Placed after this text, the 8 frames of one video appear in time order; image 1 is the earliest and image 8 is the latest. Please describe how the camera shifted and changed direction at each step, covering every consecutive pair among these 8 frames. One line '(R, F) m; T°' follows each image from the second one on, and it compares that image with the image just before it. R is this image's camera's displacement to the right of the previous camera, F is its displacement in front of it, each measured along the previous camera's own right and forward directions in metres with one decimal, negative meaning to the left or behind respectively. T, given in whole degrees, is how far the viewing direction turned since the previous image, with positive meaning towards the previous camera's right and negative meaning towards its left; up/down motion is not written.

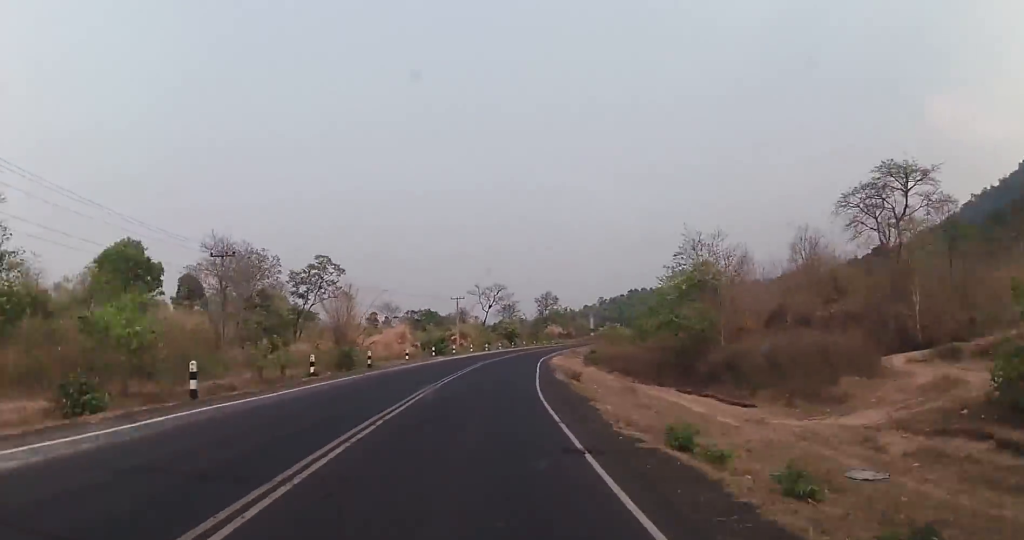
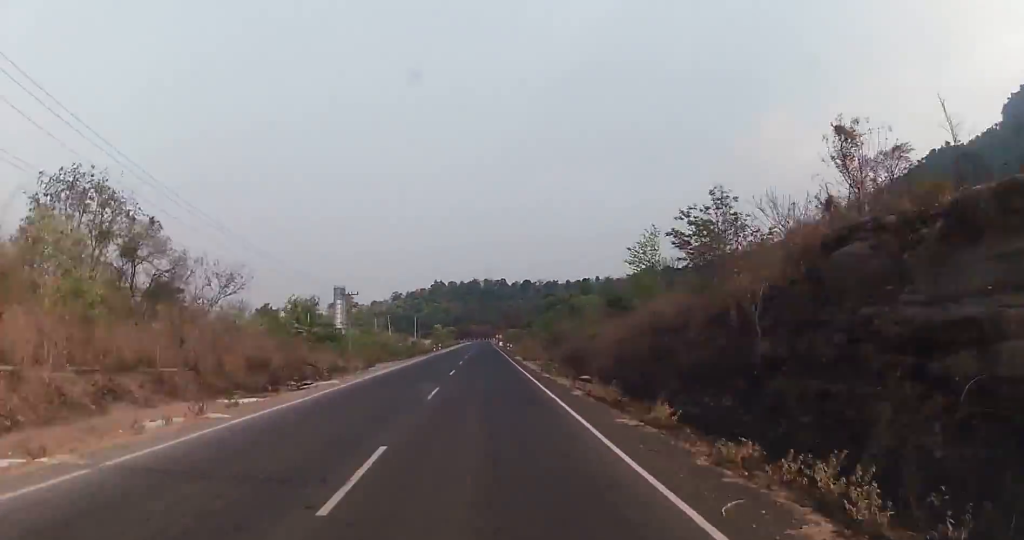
(+51.1, +260.0) m; +15°
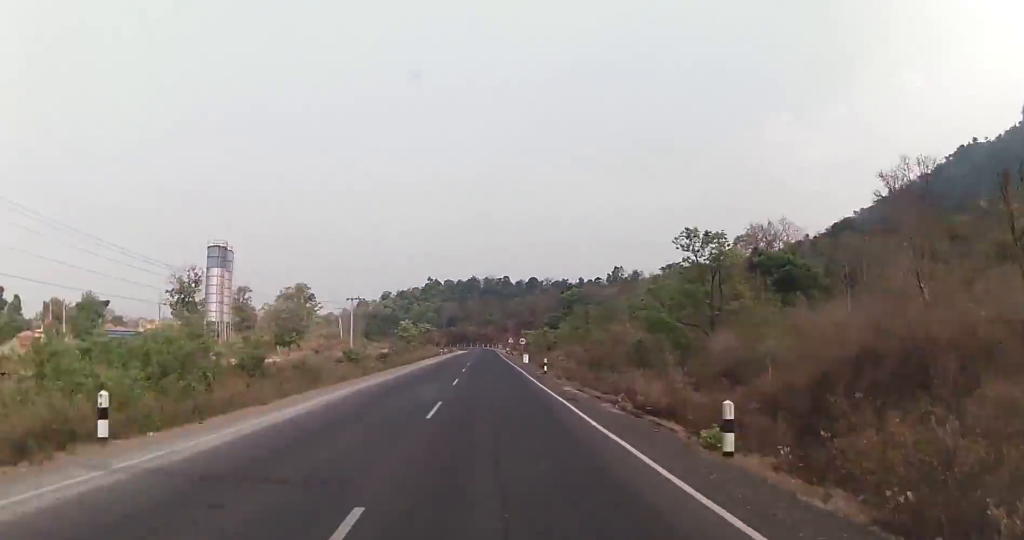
(0.0, +84.4) m; 0°
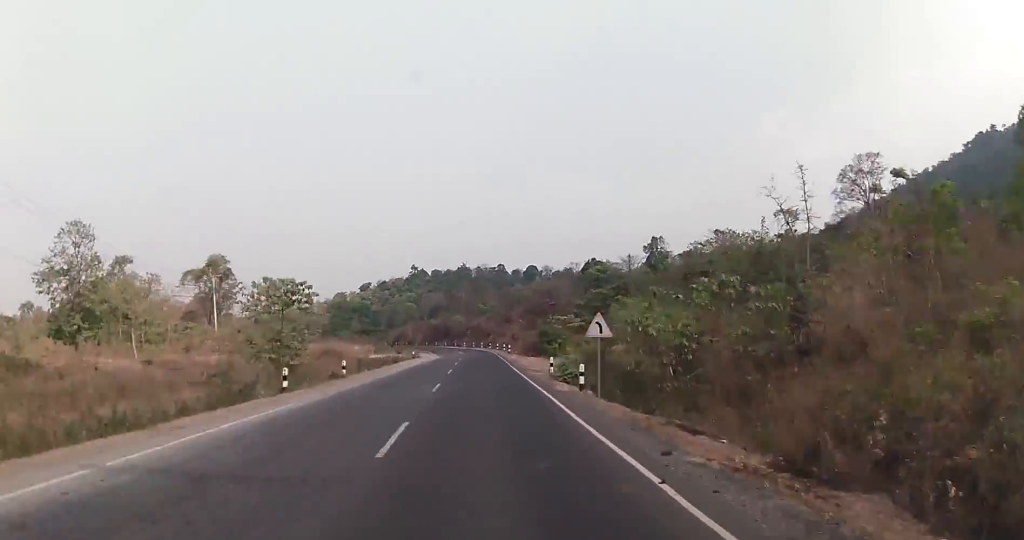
(-0.3, +76.4) m; -2°
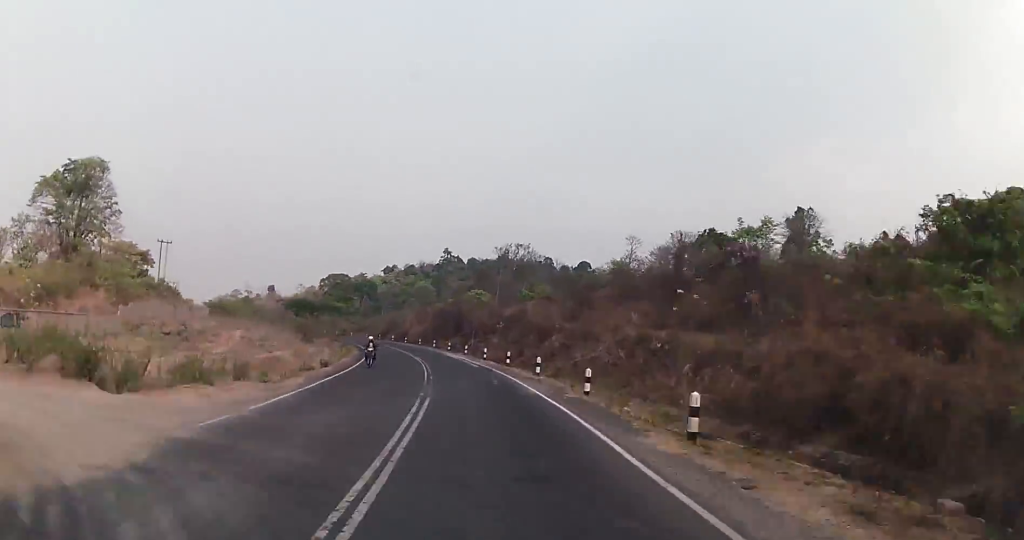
(+1.2, +82.0) m; -6°
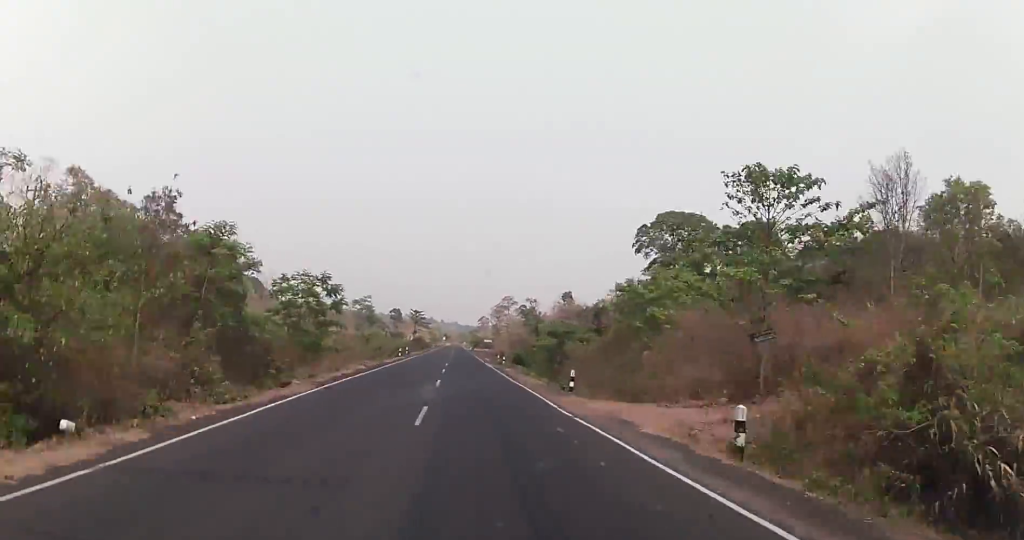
(-32.7, +152.2) m; -19°
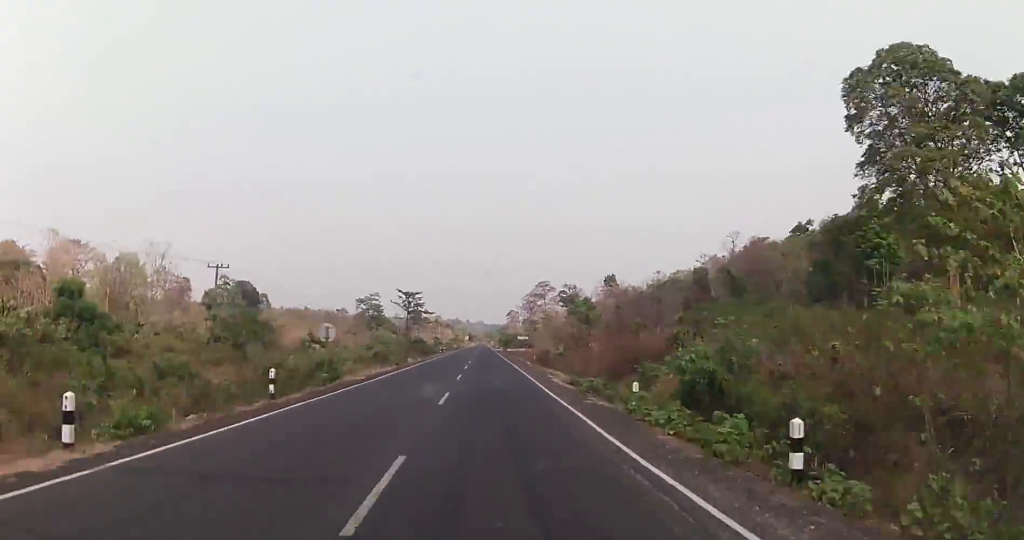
(-3.0, +55.2) m; -4°
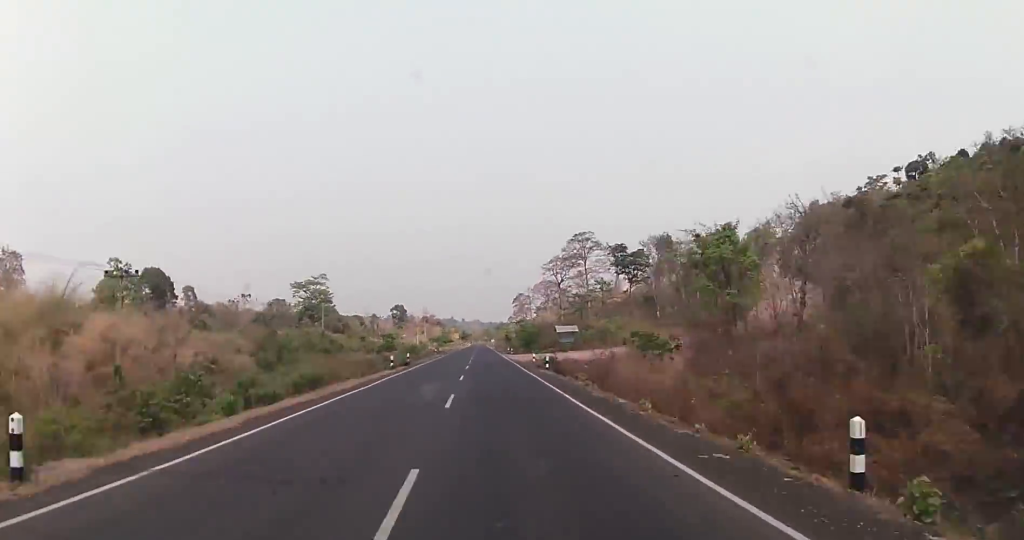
(-1.9, +94.6) m; -1°
